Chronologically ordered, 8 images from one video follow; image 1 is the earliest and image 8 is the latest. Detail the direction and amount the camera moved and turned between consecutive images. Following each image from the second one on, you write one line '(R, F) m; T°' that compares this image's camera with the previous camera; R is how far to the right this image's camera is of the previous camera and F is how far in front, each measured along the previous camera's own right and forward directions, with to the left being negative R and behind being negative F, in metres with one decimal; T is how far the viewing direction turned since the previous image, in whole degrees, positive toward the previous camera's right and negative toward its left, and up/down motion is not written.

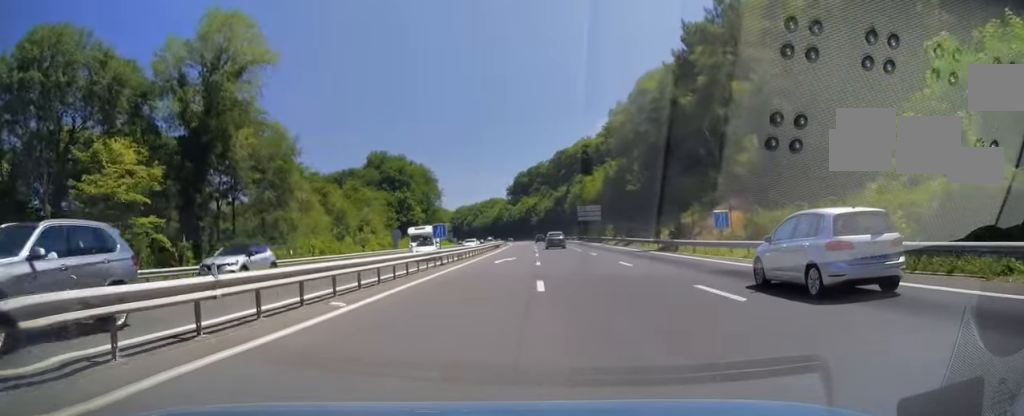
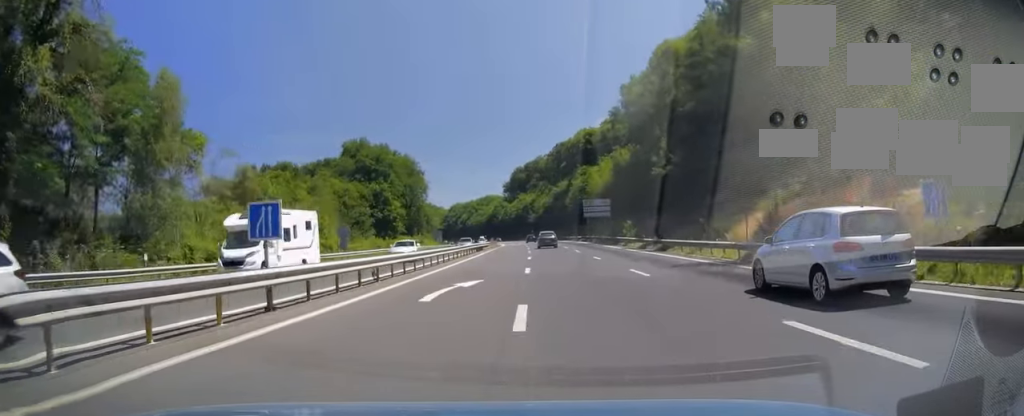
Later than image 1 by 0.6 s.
(0.0, +18.7) m; +1°
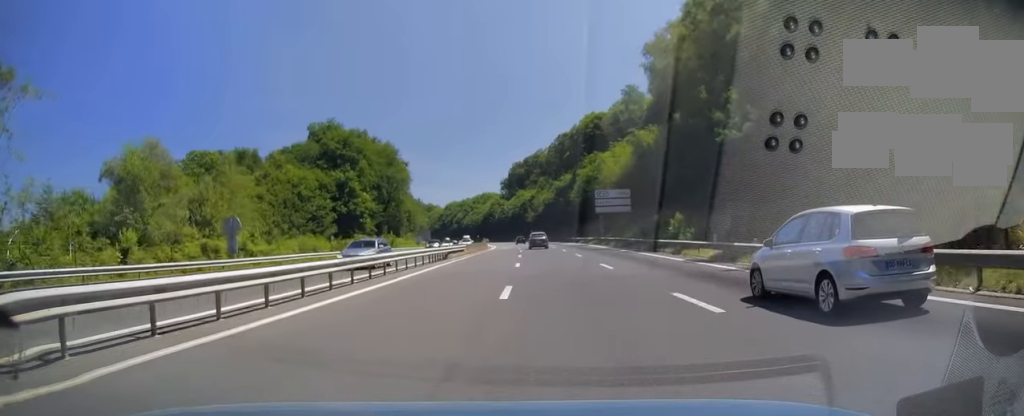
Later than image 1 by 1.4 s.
(+0.2, +21.1) m; +1°
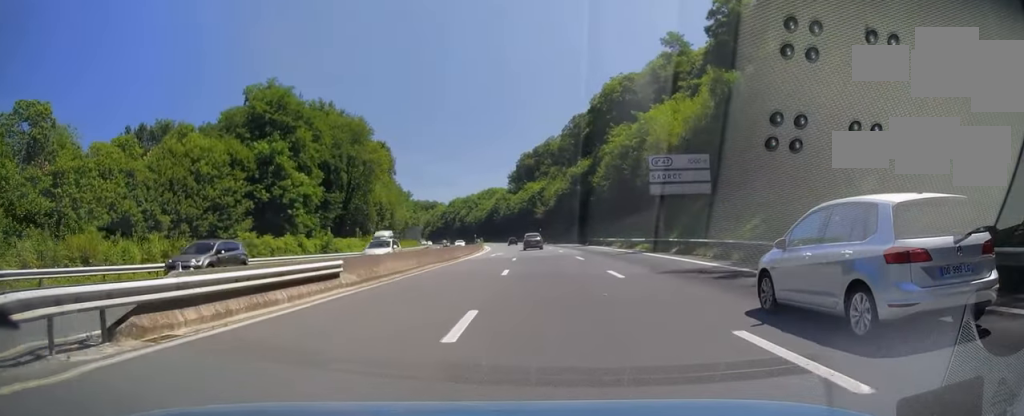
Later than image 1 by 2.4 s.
(+0.1, +30.8) m; 0°
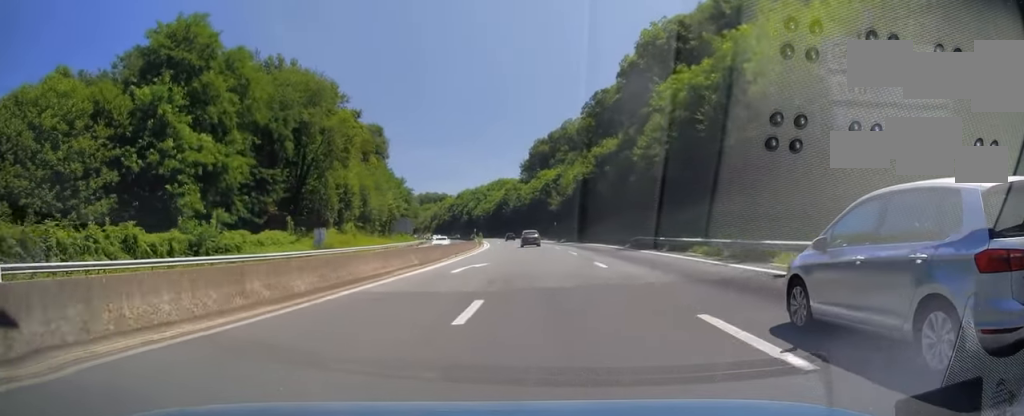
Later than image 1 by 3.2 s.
(0.0, +25.1) m; -1°
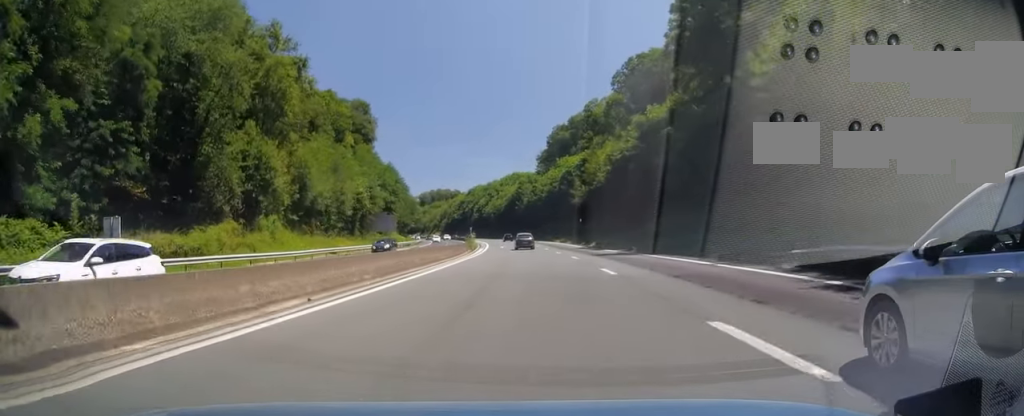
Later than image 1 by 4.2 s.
(-0.3, +29.2) m; -1°
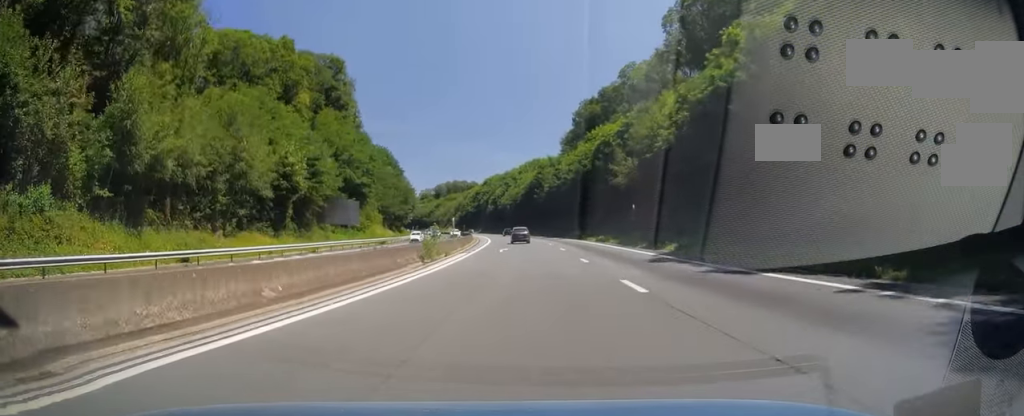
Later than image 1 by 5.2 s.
(-0.5, +31.3) m; -2°
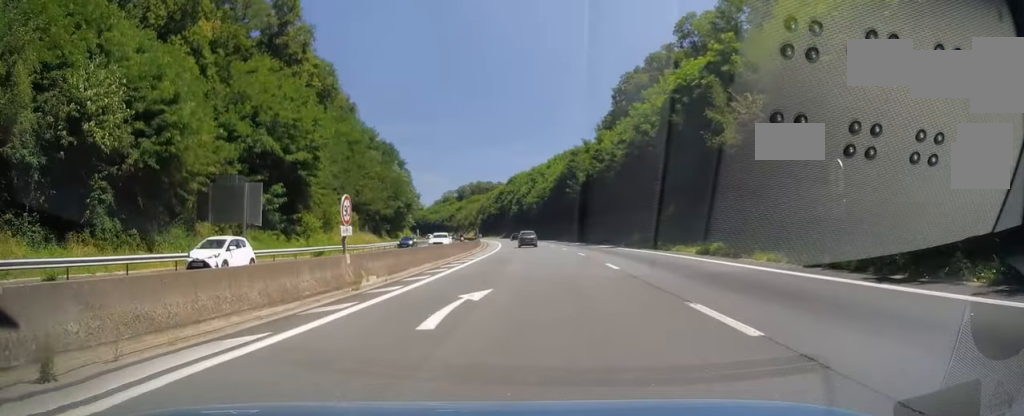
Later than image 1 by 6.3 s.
(-0.5, +31.9) m; -2°
